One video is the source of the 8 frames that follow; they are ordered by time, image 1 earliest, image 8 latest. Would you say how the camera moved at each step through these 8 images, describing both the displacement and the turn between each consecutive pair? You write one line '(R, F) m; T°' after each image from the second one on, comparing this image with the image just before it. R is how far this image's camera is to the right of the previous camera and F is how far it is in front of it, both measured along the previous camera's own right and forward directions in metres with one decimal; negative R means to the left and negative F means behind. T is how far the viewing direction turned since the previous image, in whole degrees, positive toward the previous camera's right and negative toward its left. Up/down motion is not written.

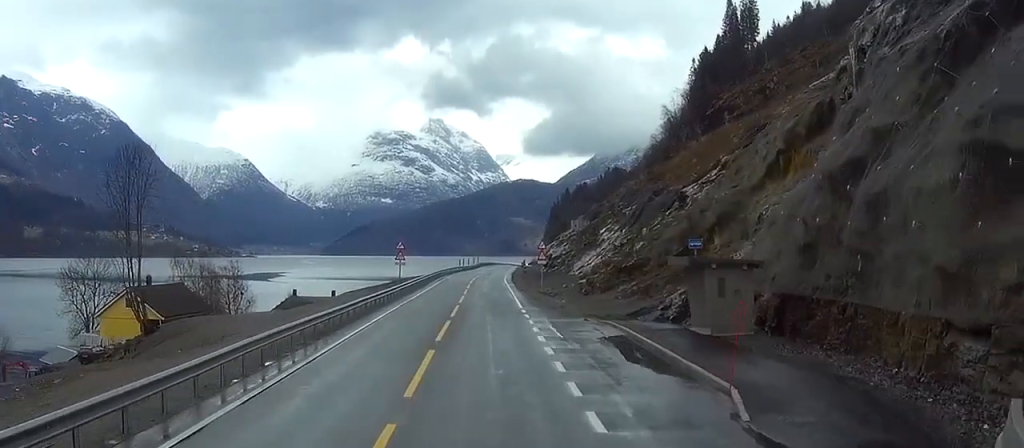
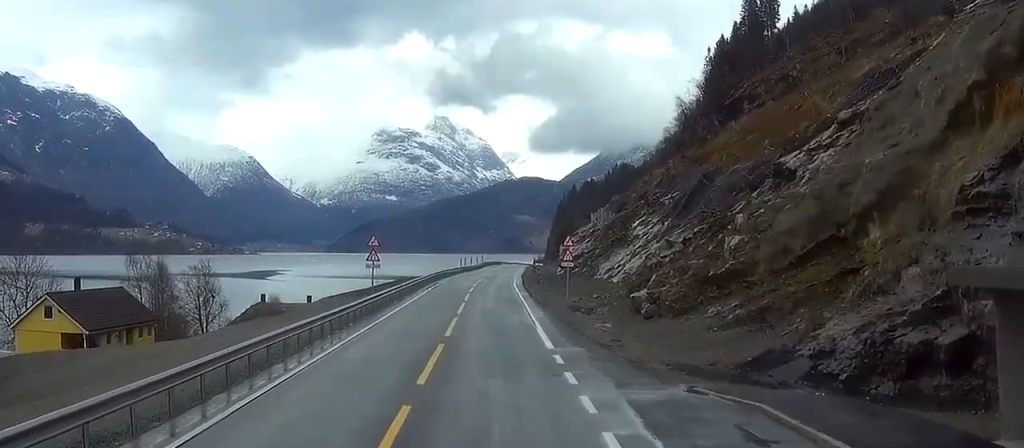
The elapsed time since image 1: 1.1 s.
(+0.2, +22.2) m; +2°
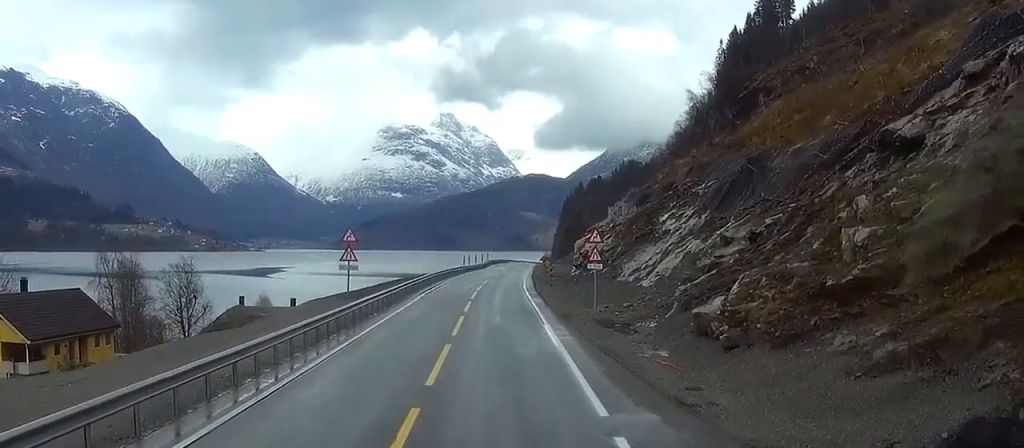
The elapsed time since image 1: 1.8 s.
(+0.3, +13.0) m; +1°
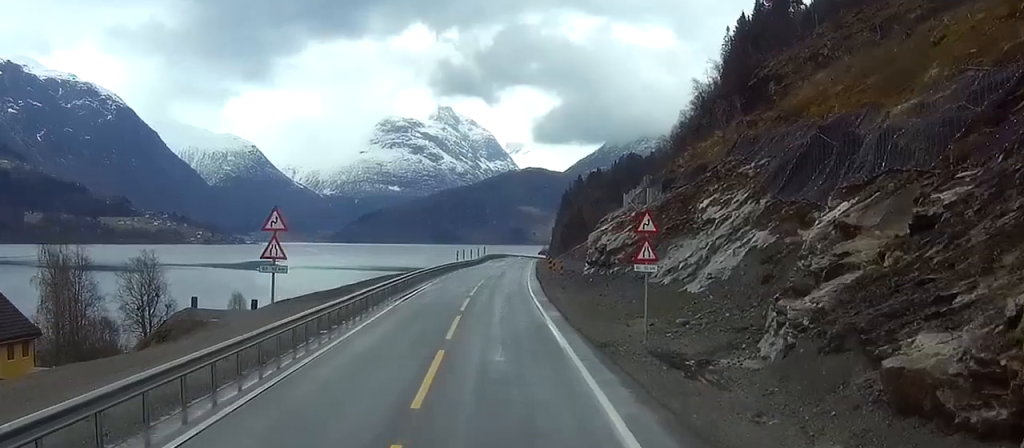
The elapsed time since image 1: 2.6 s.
(+0.3, +16.8) m; +1°
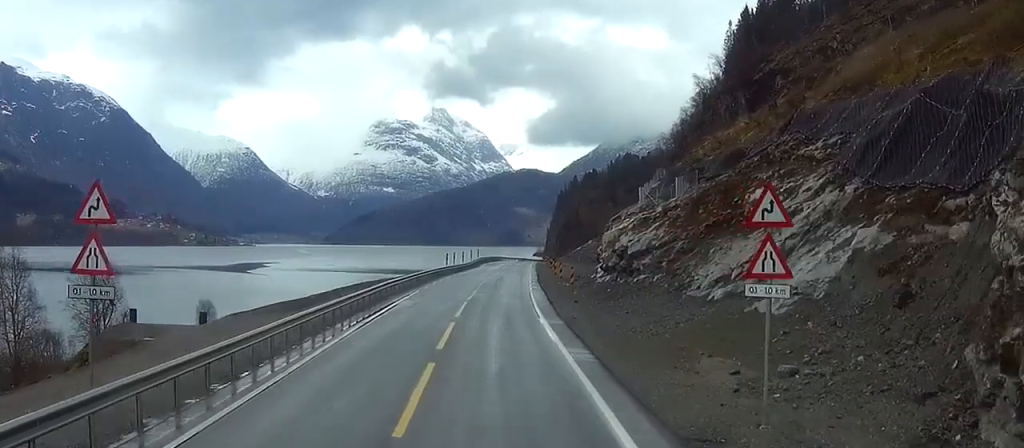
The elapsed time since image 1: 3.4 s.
(-0.1, +14.9) m; -1°
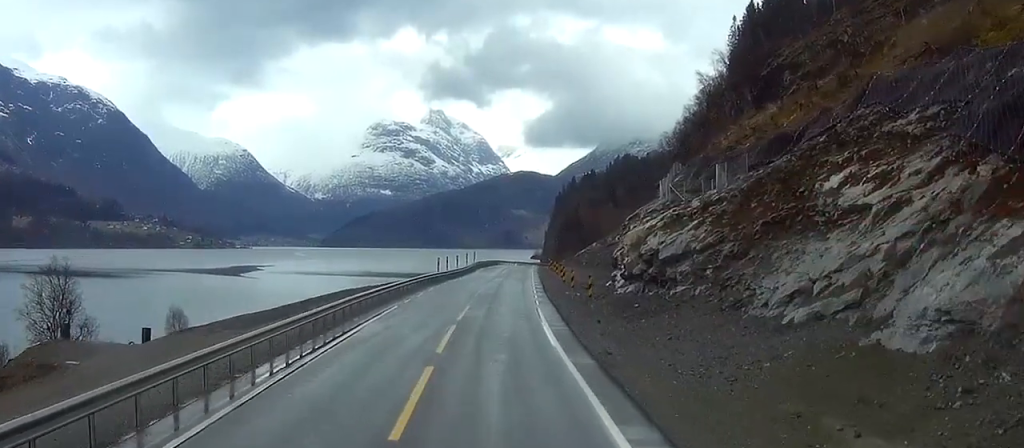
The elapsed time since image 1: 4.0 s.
(0.0, +12.4) m; 0°
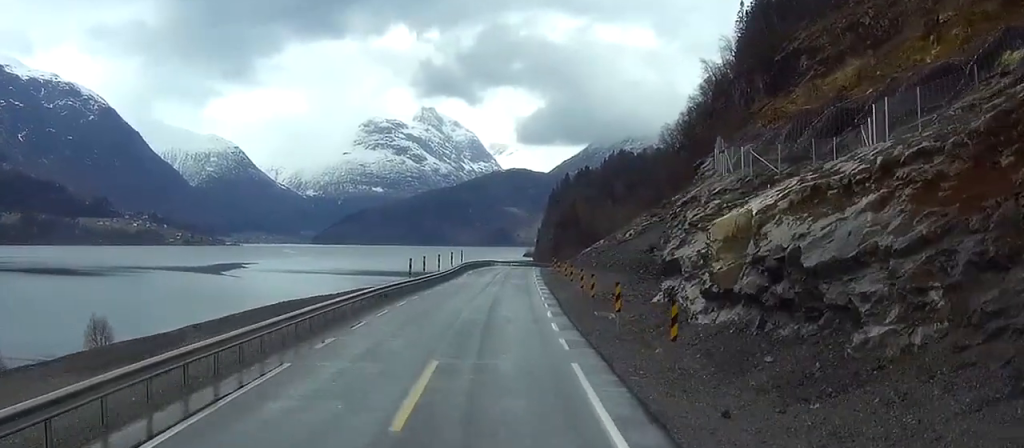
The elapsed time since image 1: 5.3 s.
(0.0, +24.3) m; -1°
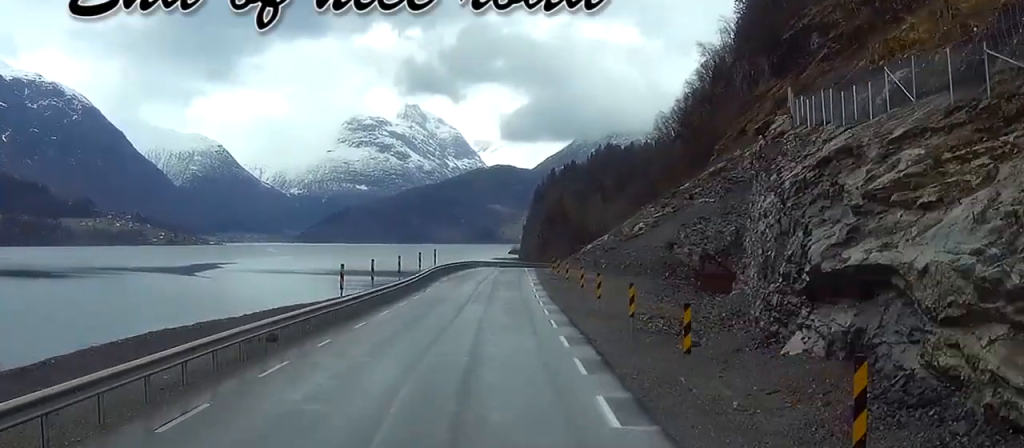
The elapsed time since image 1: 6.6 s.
(-0.4, +24.2) m; 0°
